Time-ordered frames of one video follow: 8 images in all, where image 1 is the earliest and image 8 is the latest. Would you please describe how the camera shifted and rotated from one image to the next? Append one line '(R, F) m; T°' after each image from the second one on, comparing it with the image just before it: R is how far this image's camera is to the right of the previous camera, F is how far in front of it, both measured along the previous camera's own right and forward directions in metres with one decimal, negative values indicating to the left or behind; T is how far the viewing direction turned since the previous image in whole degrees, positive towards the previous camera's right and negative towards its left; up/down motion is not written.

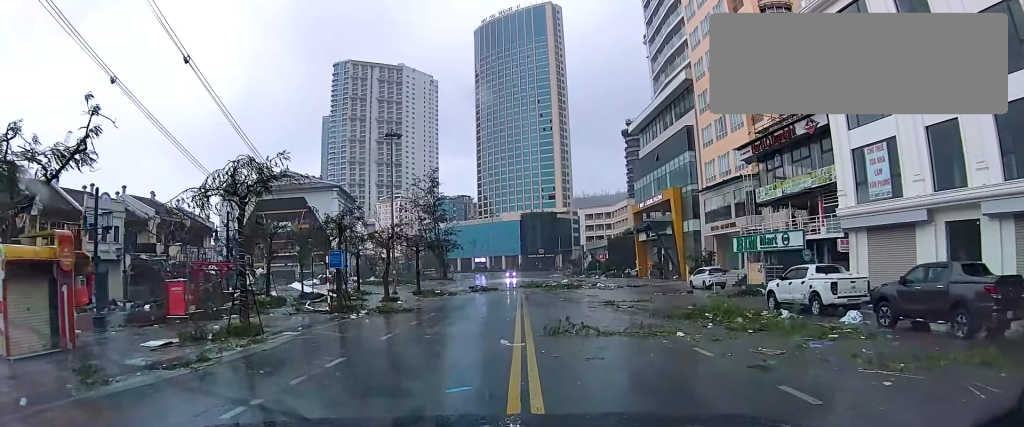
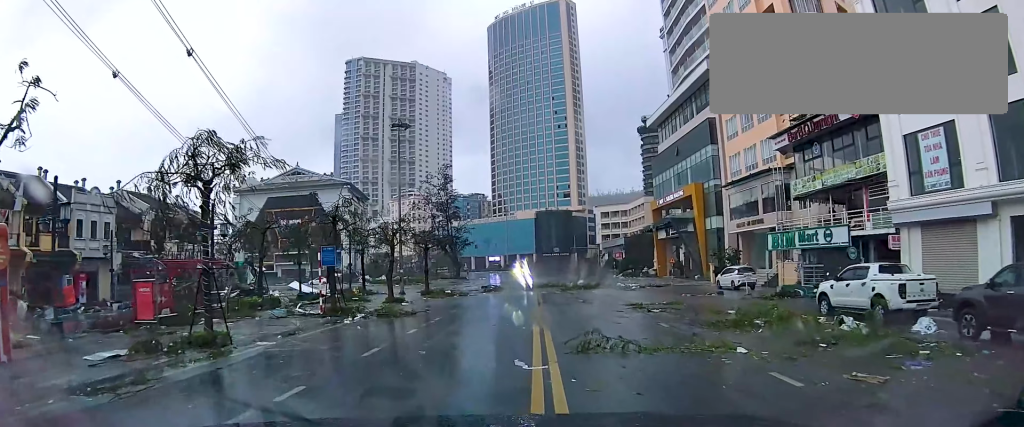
(-0.1, +3.3) m; 0°
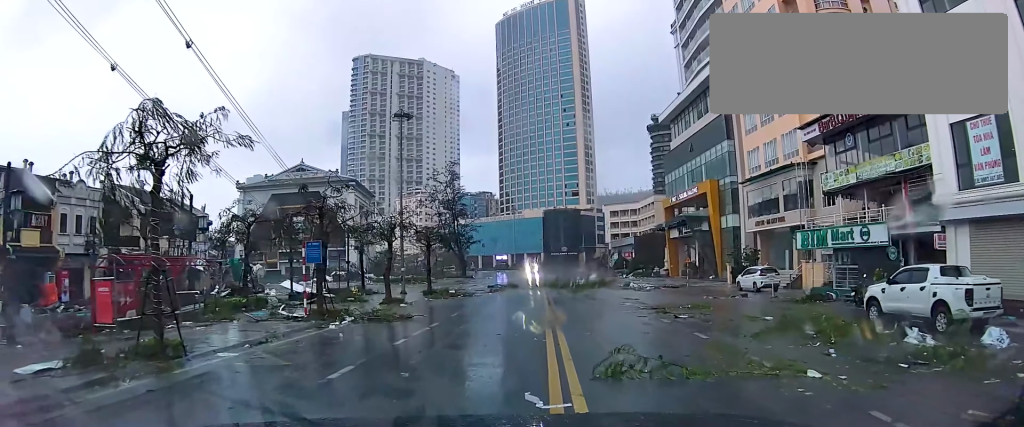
(0.0, +2.8) m; 0°
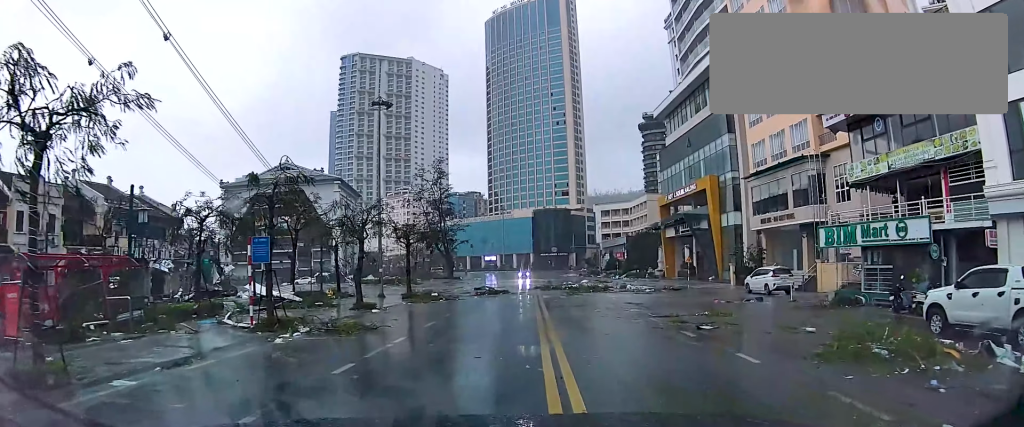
(0.0, +3.7) m; 0°
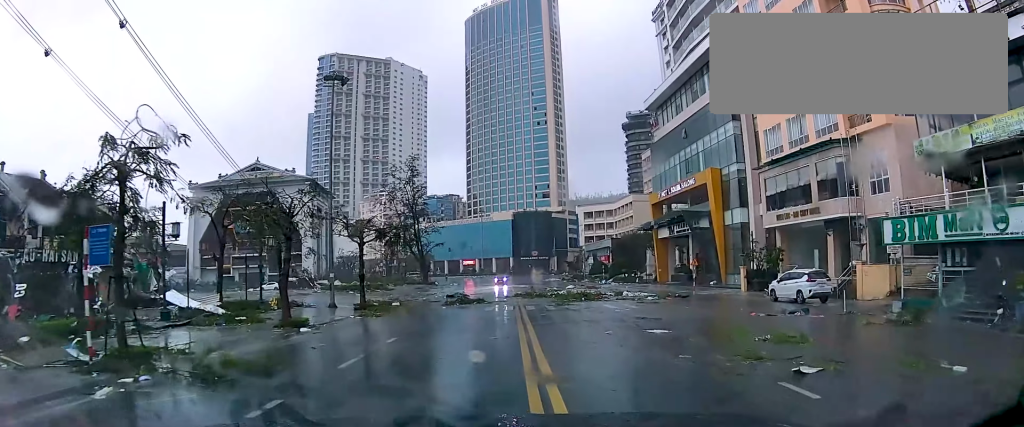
(0.0, +6.9) m; +1°
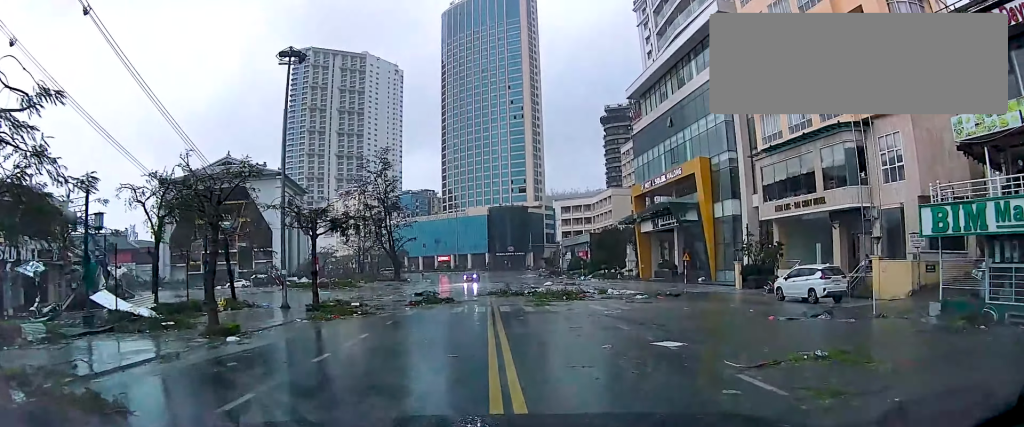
(0.0, +3.8) m; +2°
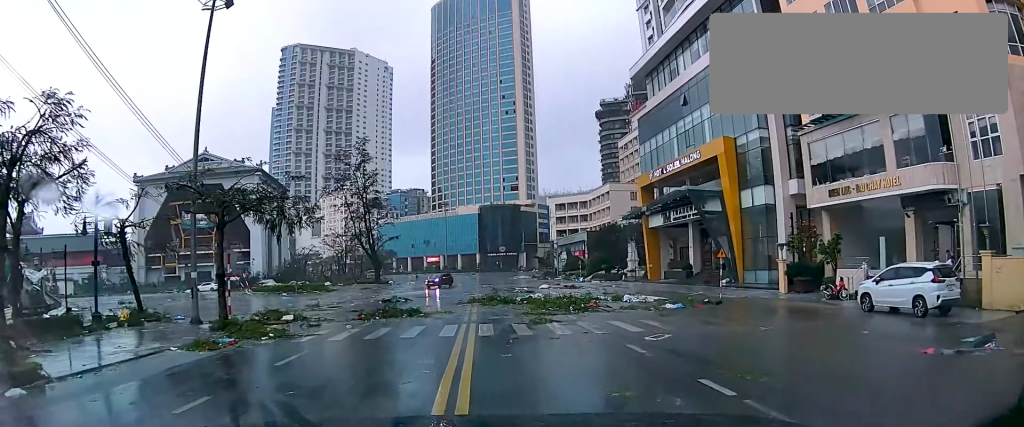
(+0.1, +8.4) m; -1°
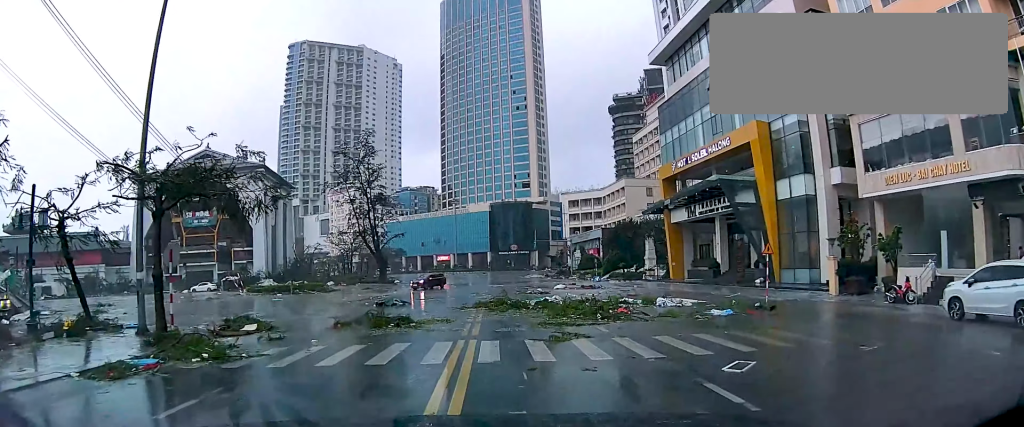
(-0.1, +4.3) m; -1°
